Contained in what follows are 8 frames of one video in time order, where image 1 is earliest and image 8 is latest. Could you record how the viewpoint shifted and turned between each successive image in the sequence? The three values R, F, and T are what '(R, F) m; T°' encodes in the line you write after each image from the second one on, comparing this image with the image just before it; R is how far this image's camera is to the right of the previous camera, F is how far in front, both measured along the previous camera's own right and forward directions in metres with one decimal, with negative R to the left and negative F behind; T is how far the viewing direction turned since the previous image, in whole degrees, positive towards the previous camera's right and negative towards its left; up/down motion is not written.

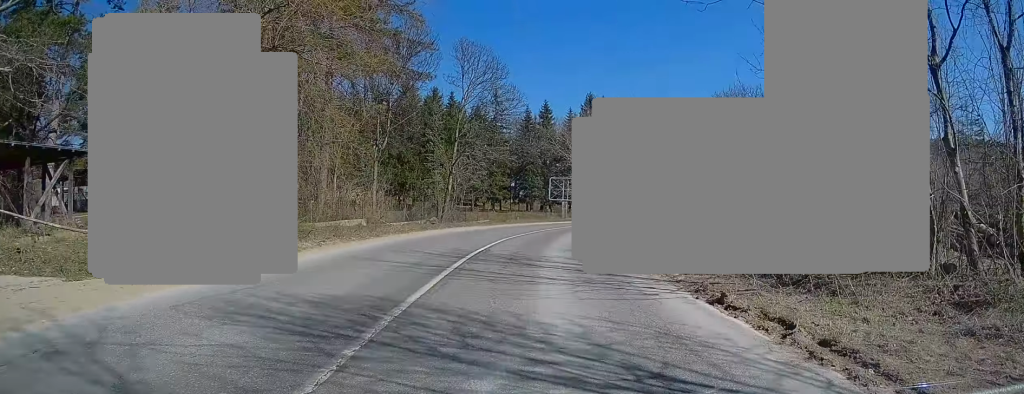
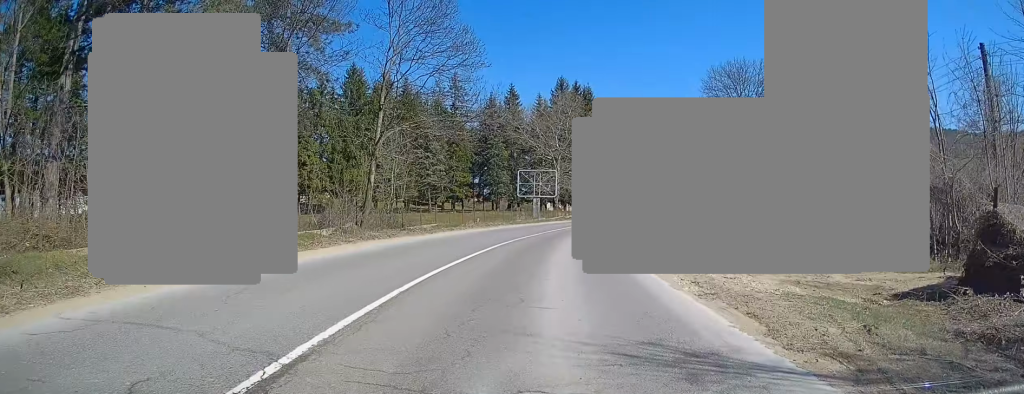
(+0.2, +13.8) m; +3°
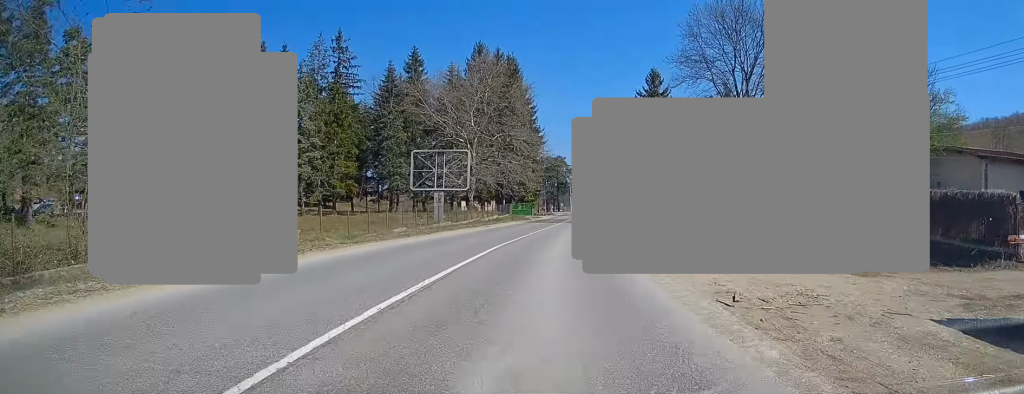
(+1.7, +23.6) m; +7°
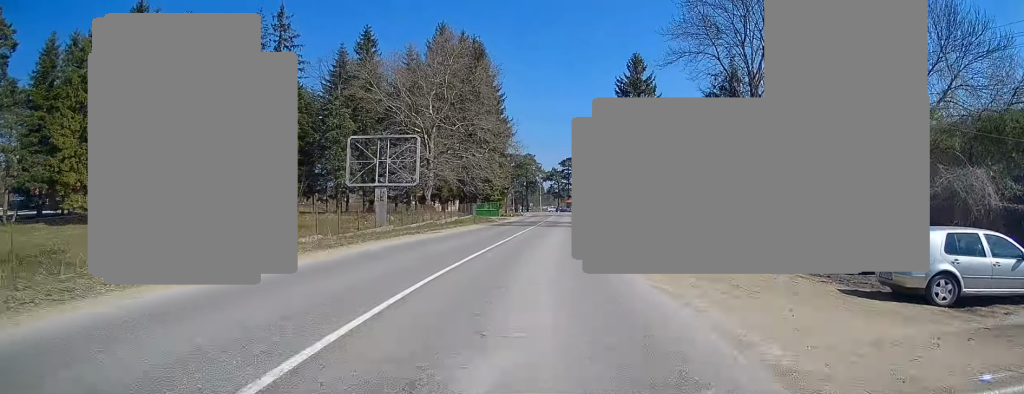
(+0.2, +9.4) m; +2°
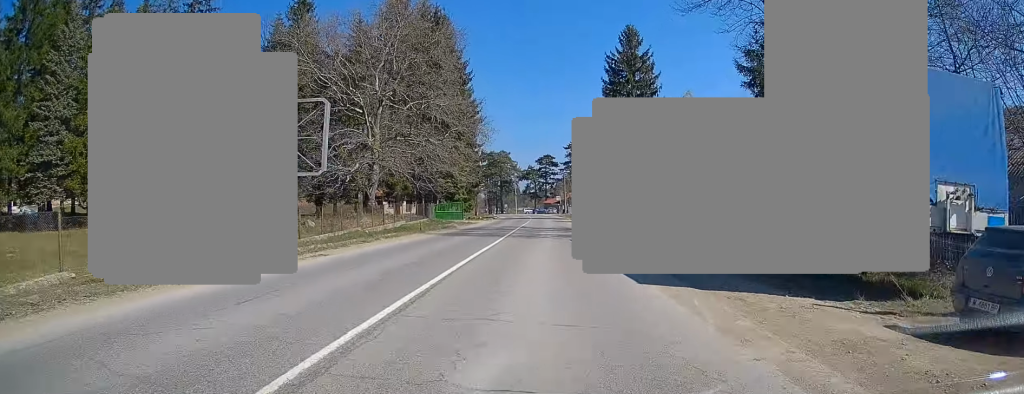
(+0.3, +13.2) m; +2°
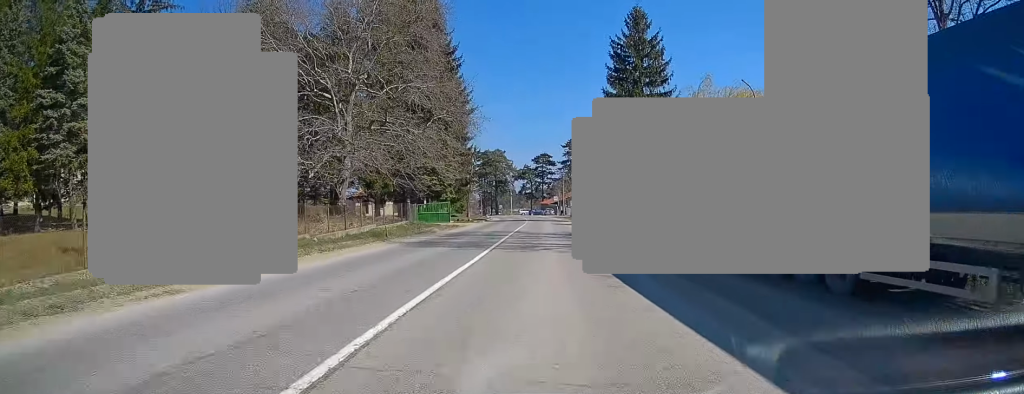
(0.0, +6.8) m; +1°
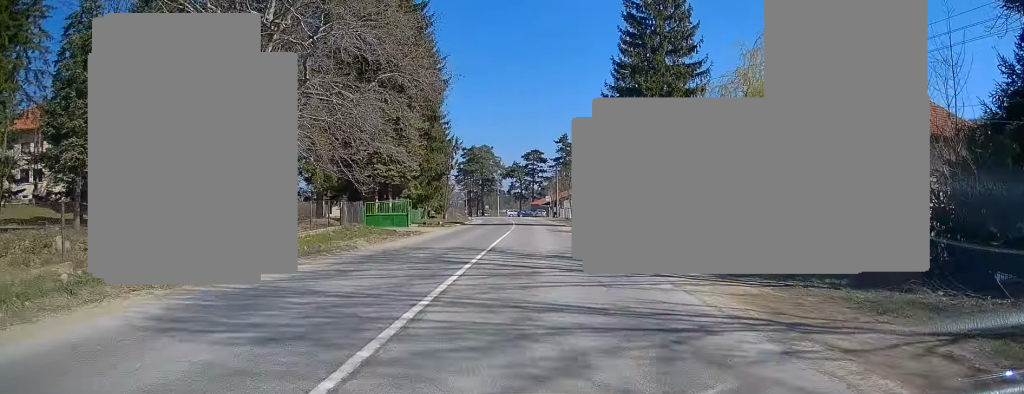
(+0.1, +13.0) m; 0°
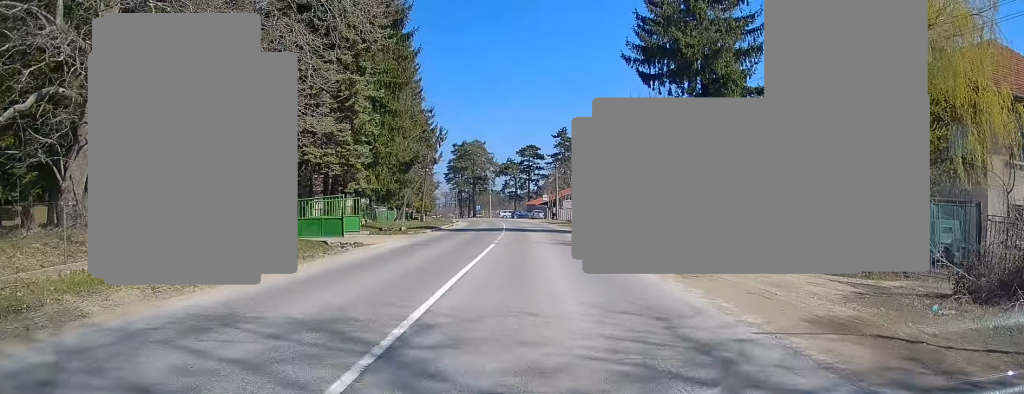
(0.0, +11.9) m; 0°
